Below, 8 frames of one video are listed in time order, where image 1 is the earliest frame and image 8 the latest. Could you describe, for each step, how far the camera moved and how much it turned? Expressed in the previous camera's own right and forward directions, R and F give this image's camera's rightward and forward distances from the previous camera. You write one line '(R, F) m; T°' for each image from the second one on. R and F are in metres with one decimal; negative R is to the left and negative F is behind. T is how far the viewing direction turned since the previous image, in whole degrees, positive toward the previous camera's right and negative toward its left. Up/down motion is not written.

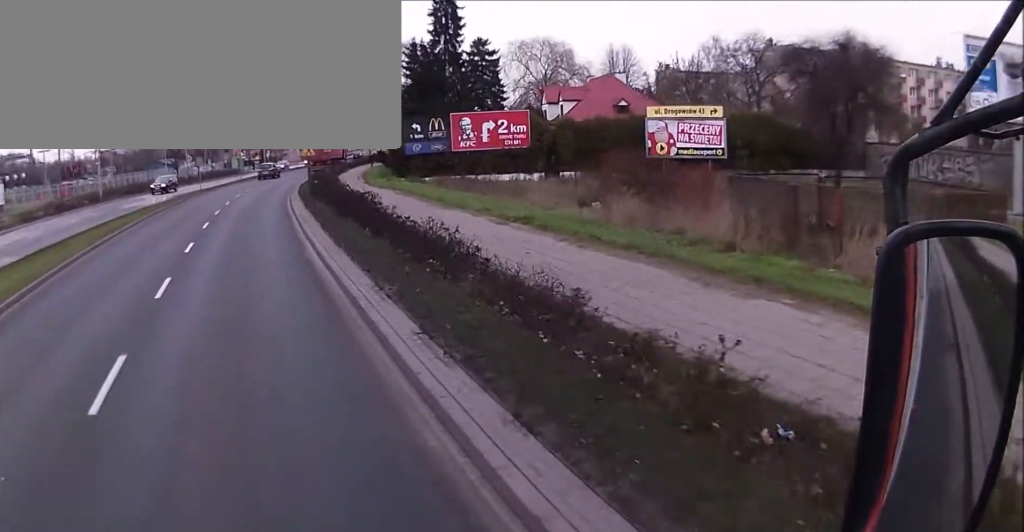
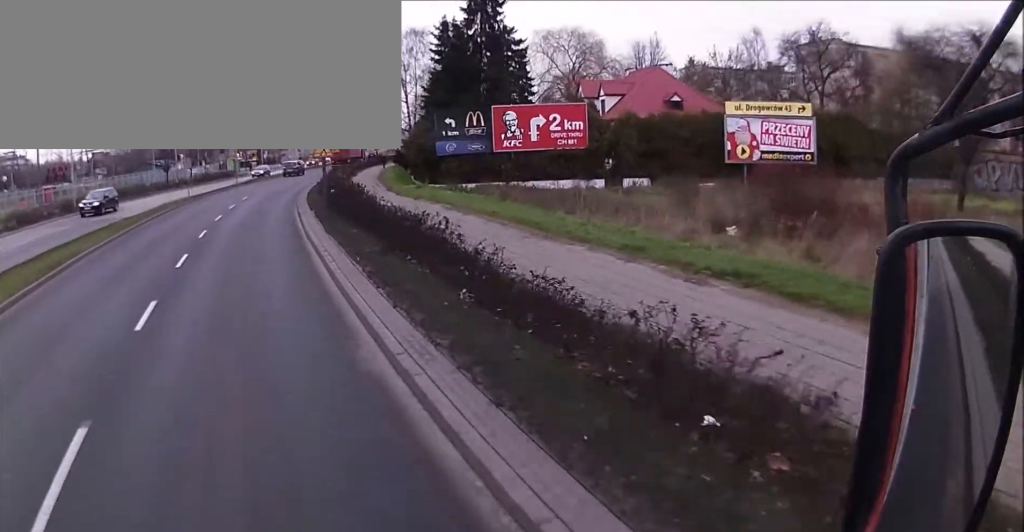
(0.0, +8.1) m; +1°
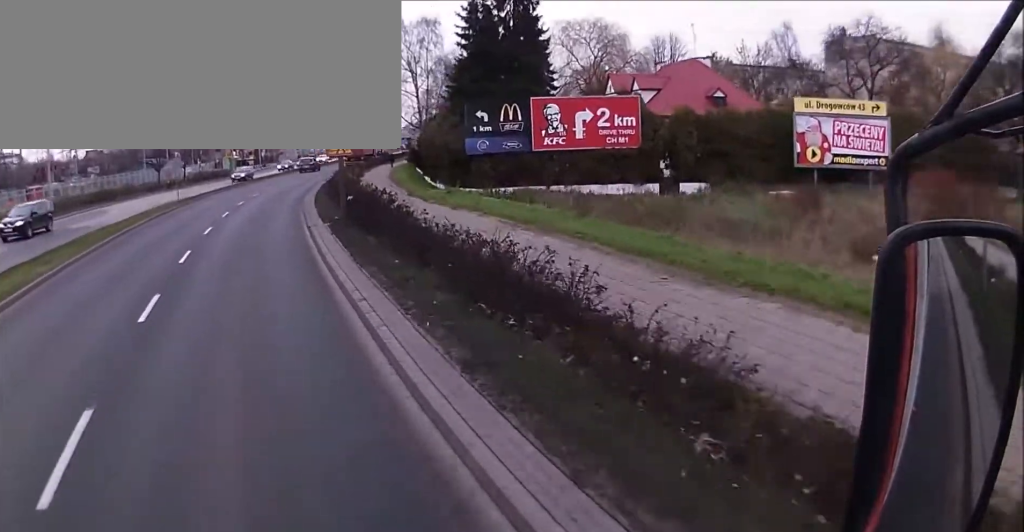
(0.0, +5.4) m; +1°
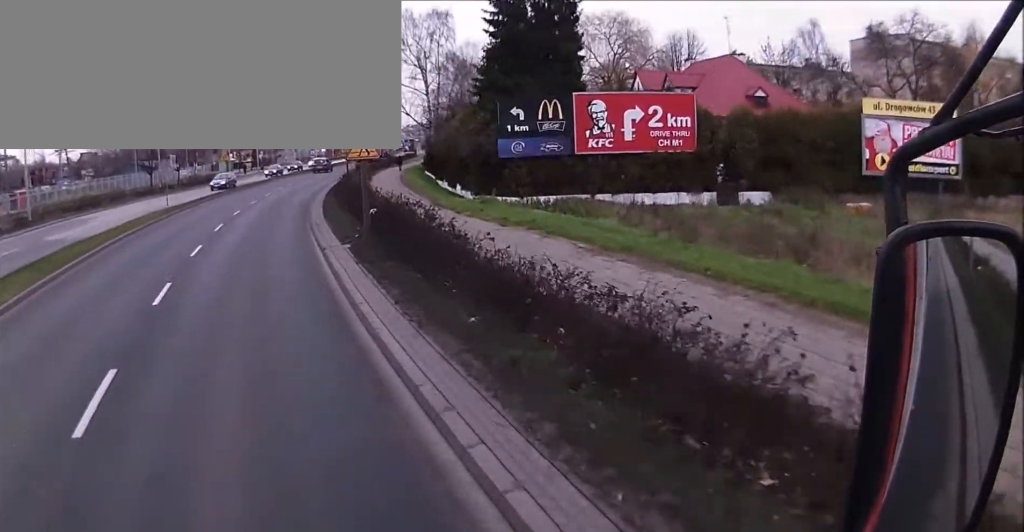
(+0.1, +4.4) m; 0°
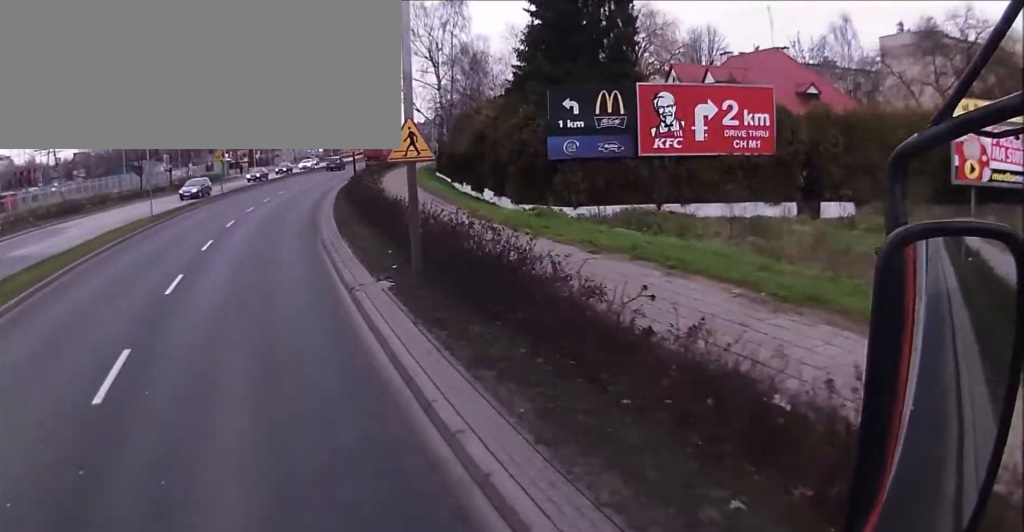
(+0.1, +4.8) m; 0°
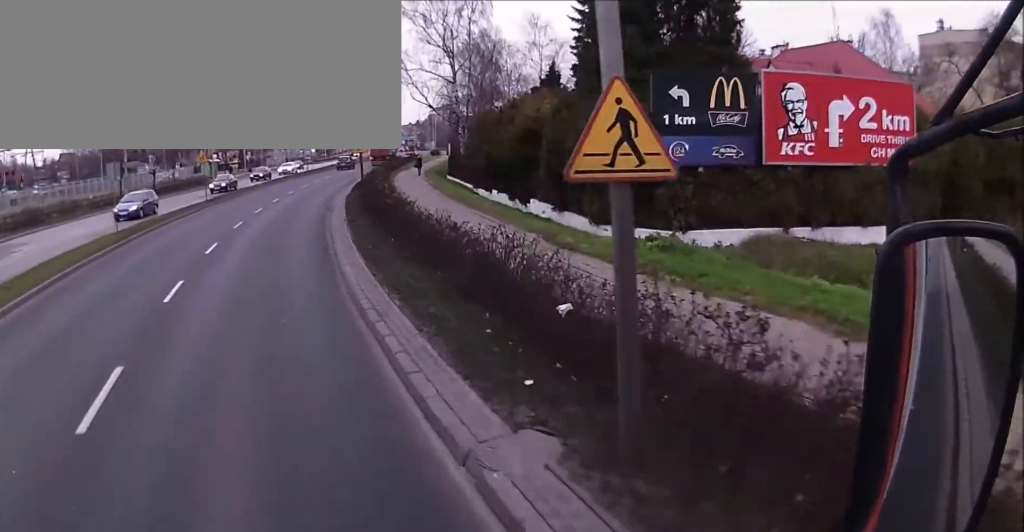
(-0.1, +6.6) m; +1°
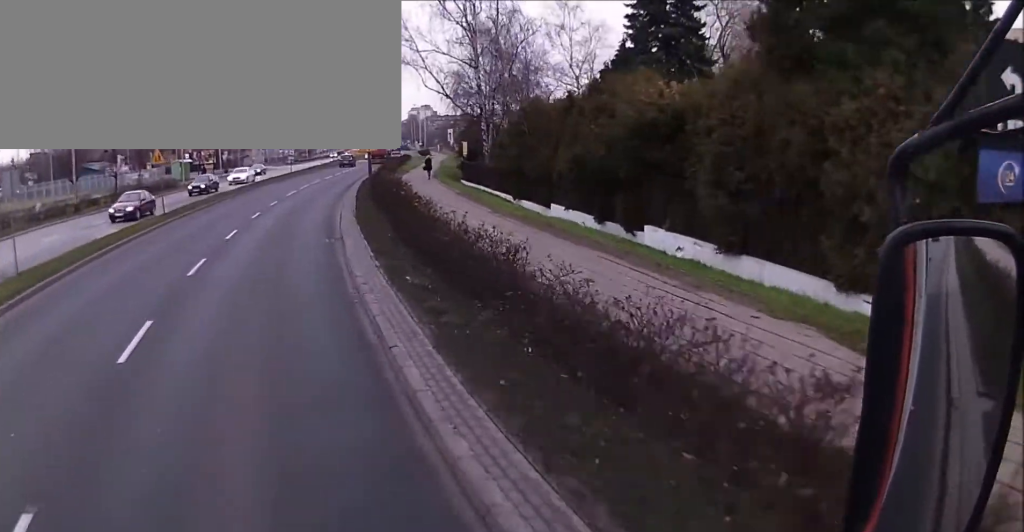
(+0.1, +9.5) m; +2°
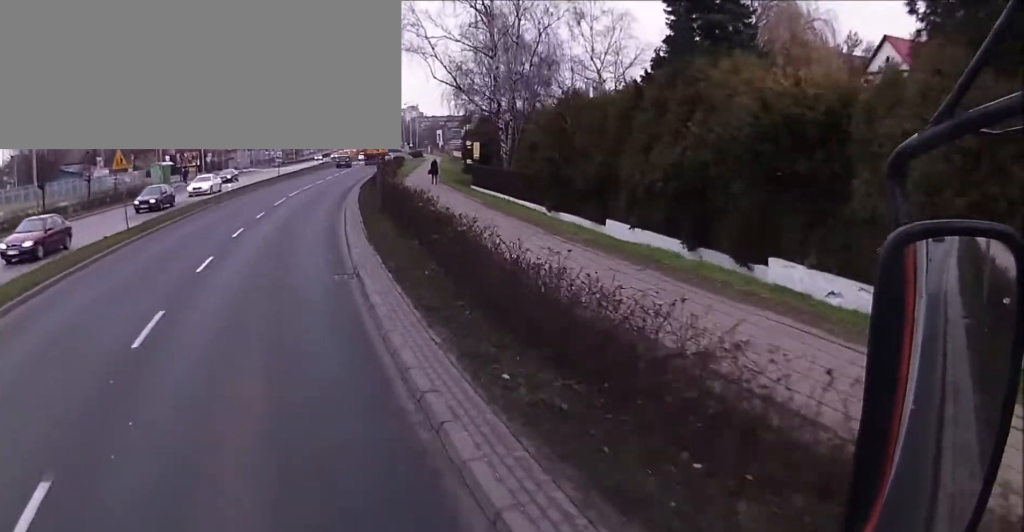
(0.0, +5.2) m; +1°
